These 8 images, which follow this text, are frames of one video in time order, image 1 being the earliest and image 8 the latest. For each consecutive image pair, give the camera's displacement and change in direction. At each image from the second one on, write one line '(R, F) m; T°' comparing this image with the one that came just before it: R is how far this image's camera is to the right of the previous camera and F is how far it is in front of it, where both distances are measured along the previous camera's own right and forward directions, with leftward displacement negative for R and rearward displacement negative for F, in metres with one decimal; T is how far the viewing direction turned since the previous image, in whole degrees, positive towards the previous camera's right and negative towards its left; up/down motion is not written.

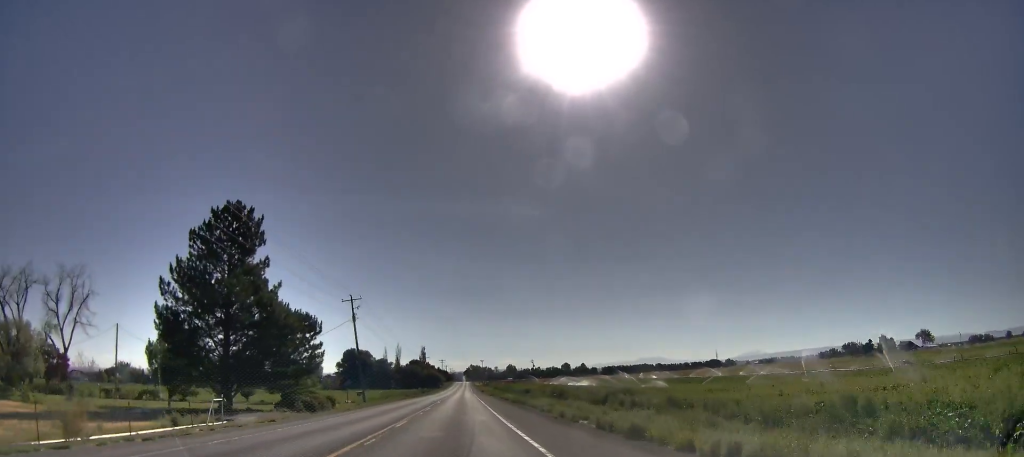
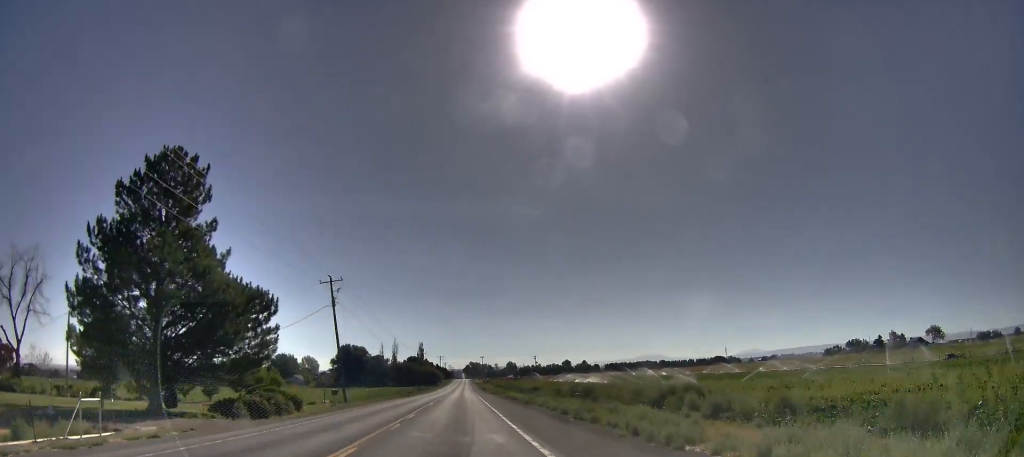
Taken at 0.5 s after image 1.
(0.0, +11.4) m; -1°
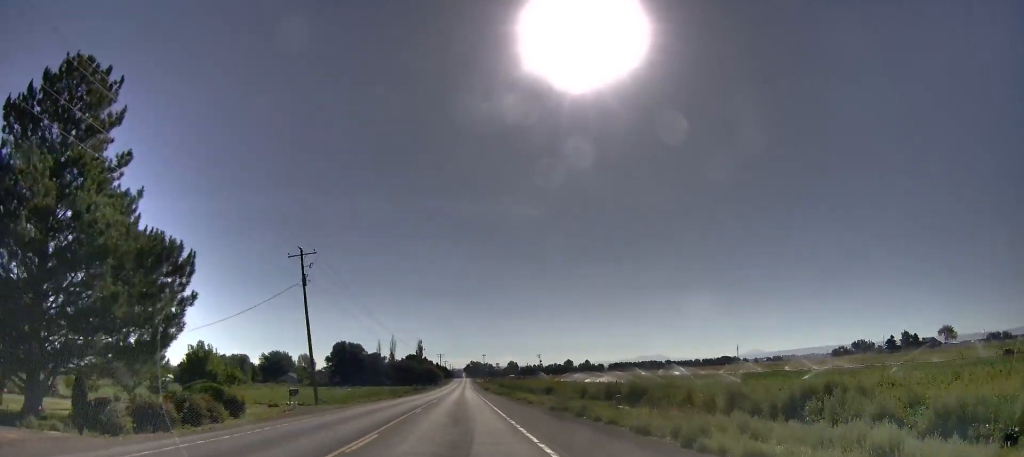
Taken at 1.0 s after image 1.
(+0.1, +12.1) m; -1°
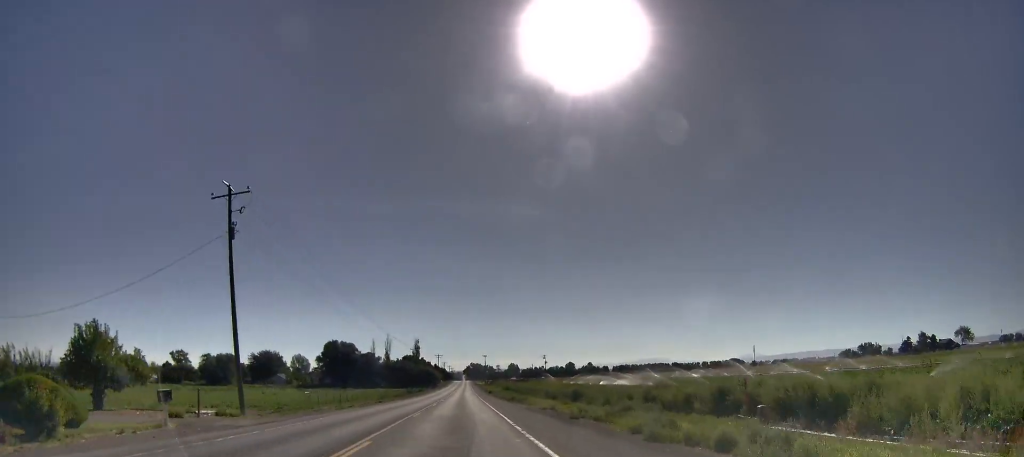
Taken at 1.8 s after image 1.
(-0.4, +16.8) m; 0°
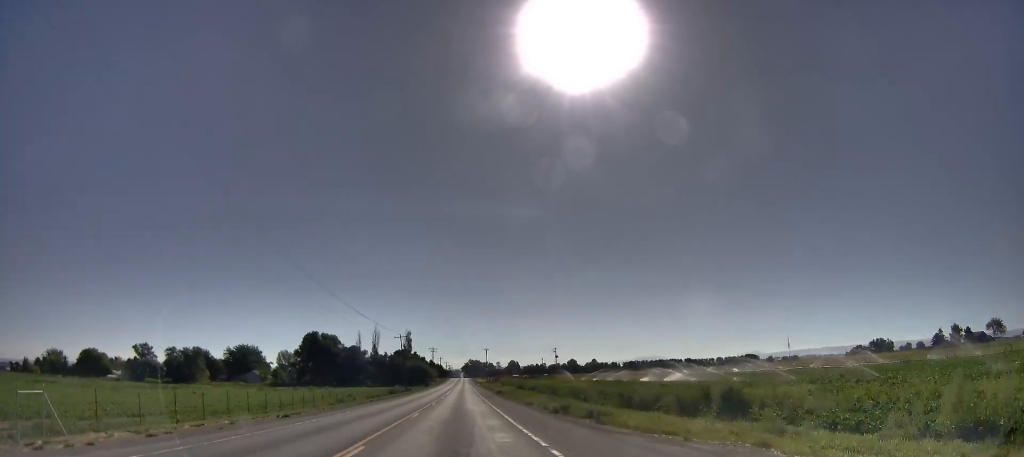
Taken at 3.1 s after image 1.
(+0.6, +31.2) m; +3°
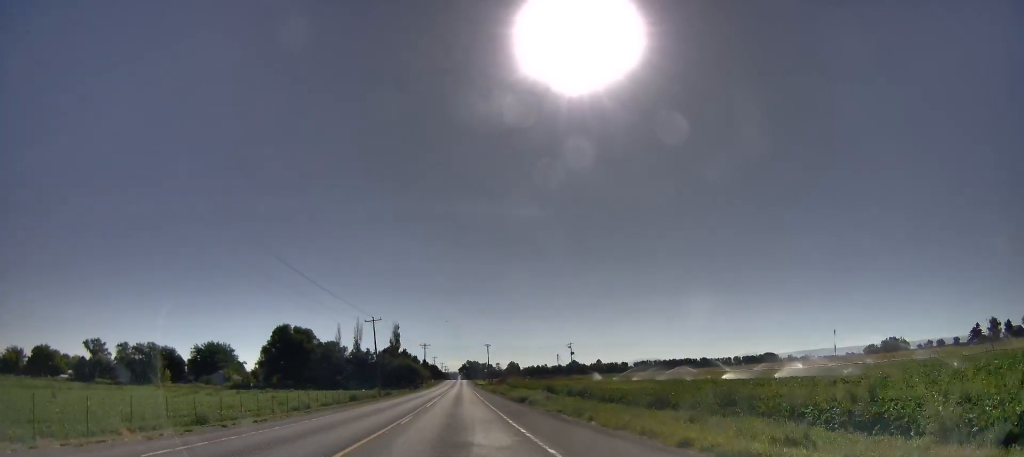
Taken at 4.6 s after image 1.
(+0.2, +33.2) m; -1°
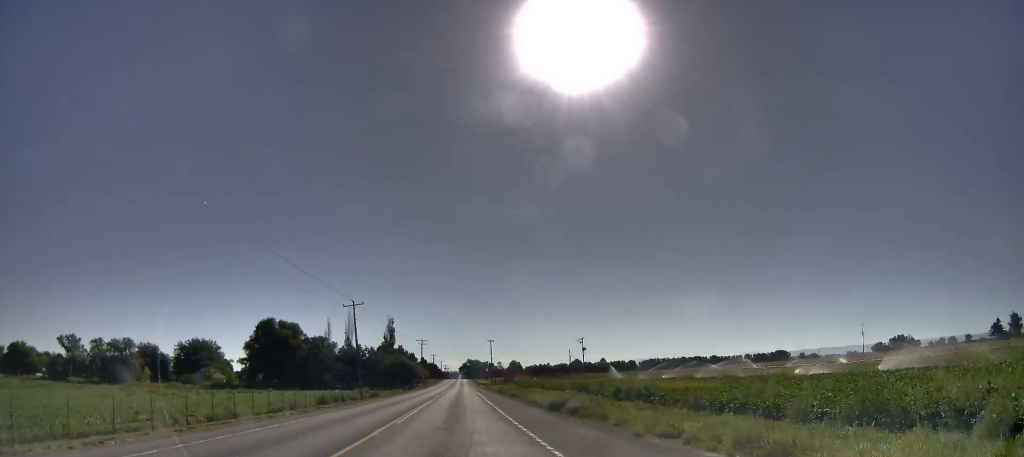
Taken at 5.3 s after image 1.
(-0.2, +15.7) m; -1°
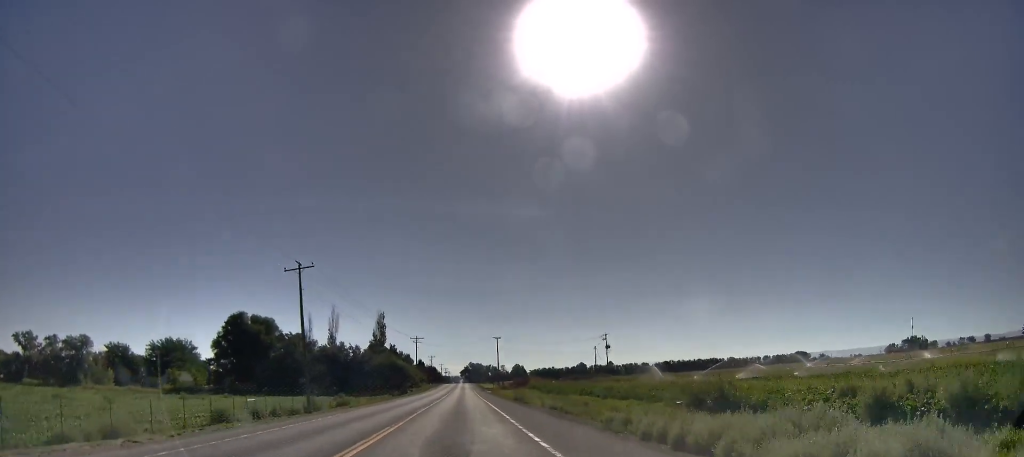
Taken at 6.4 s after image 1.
(0.0, +23.8) m; 0°
